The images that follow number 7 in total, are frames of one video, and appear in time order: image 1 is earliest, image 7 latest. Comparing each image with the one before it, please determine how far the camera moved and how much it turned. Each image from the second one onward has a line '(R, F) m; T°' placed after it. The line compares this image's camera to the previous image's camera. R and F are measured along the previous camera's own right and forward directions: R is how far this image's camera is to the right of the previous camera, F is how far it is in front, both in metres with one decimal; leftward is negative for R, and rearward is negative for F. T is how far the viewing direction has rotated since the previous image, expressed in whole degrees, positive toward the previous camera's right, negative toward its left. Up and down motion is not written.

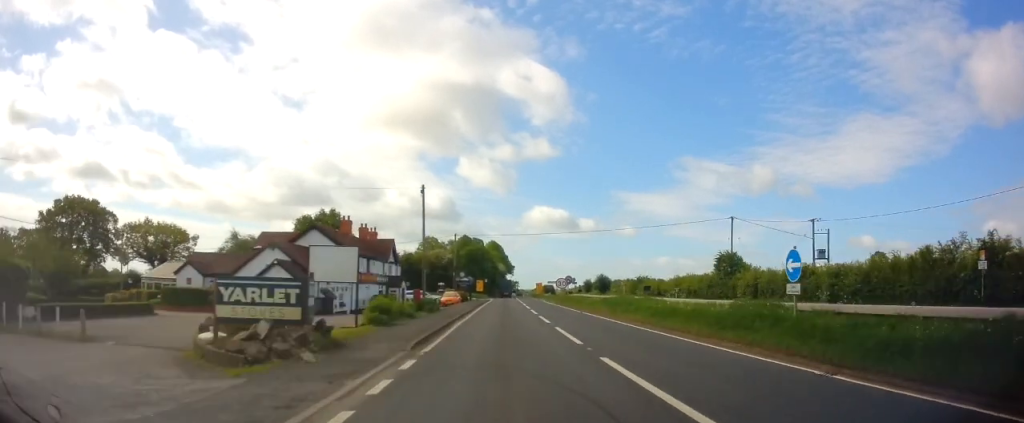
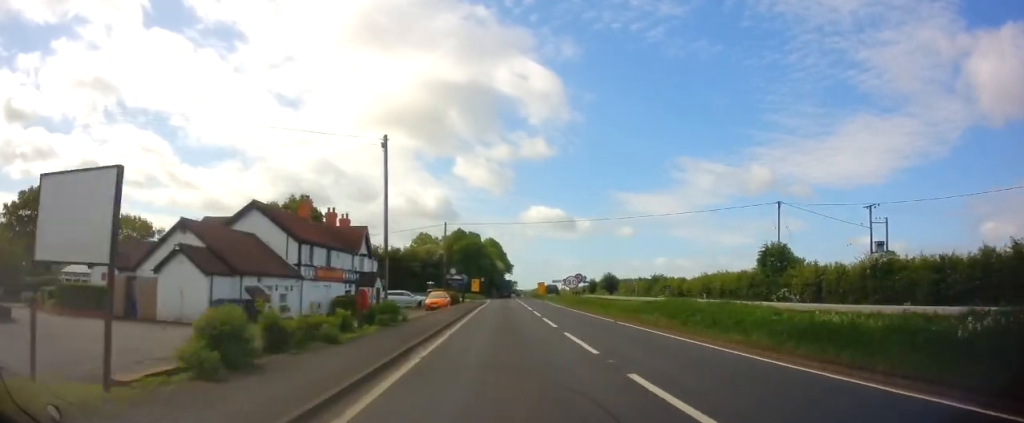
(+0.2, +10.8) m; 0°
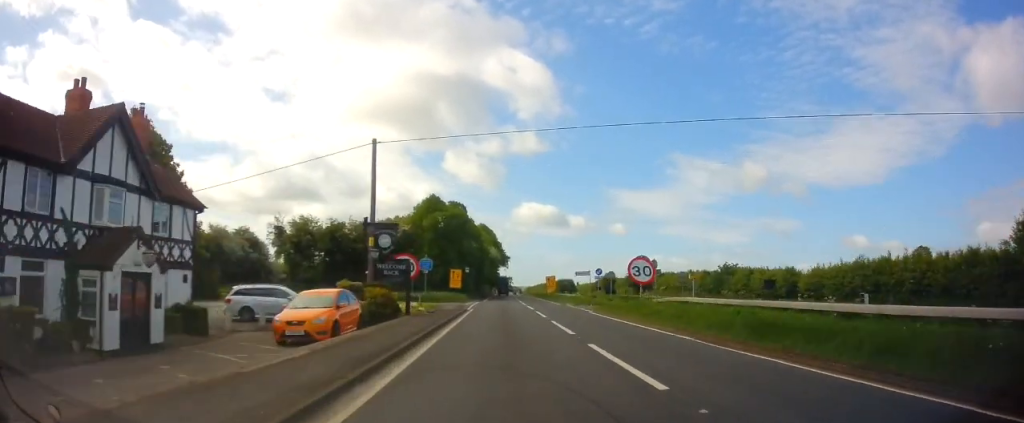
(-0.6, +30.3) m; -1°
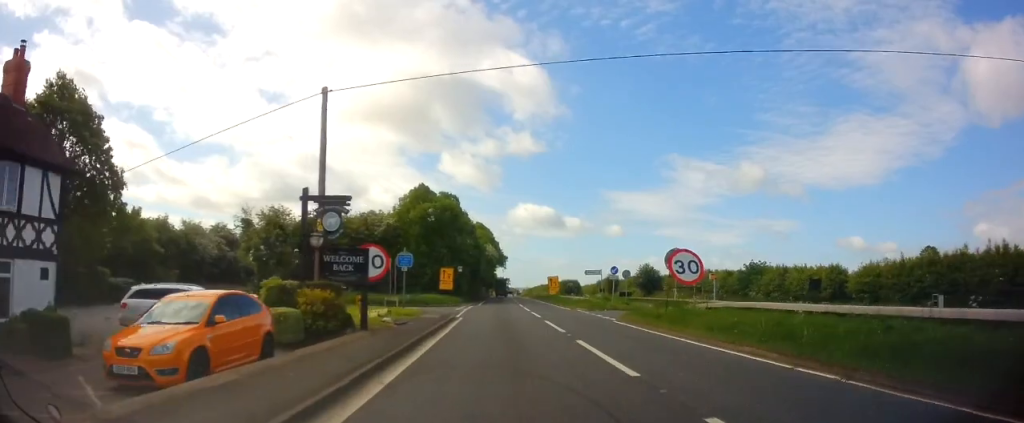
(0.0, +7.3) m; +1°
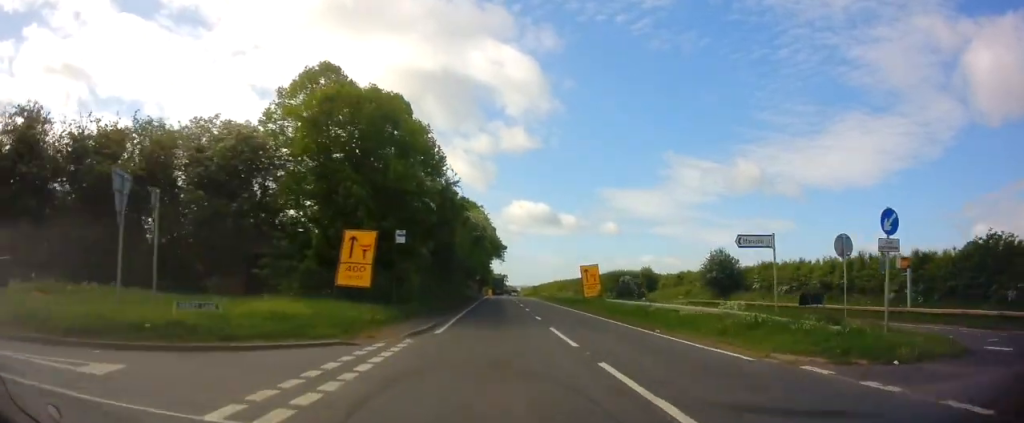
(+0.4, +30.4) m; +1°
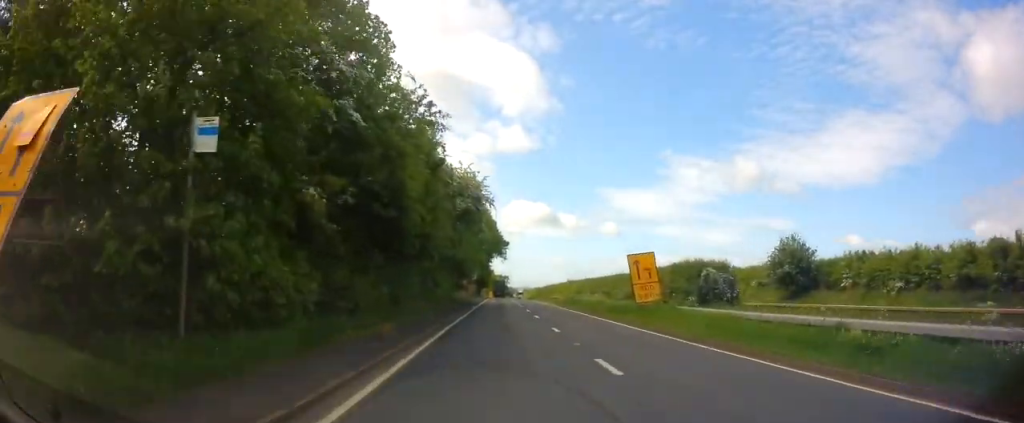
(+0.2, +14.9) m; 0°
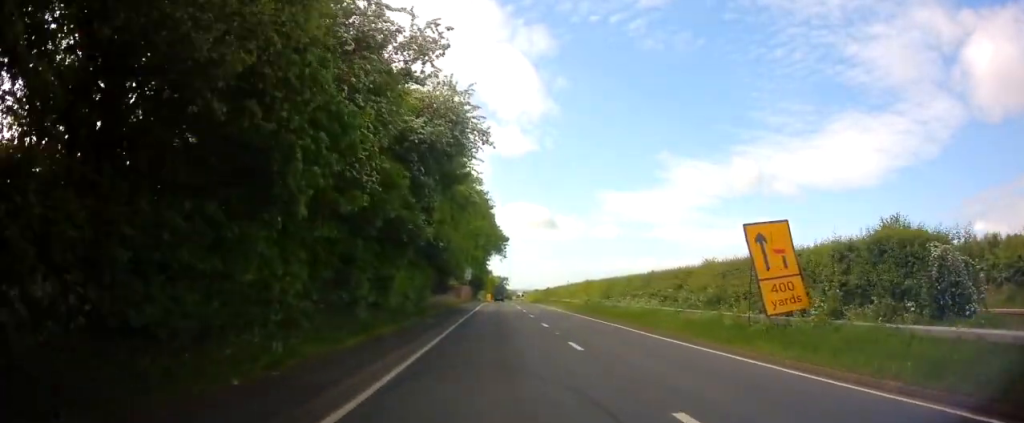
(-0.2, +13.3) m; 0°
